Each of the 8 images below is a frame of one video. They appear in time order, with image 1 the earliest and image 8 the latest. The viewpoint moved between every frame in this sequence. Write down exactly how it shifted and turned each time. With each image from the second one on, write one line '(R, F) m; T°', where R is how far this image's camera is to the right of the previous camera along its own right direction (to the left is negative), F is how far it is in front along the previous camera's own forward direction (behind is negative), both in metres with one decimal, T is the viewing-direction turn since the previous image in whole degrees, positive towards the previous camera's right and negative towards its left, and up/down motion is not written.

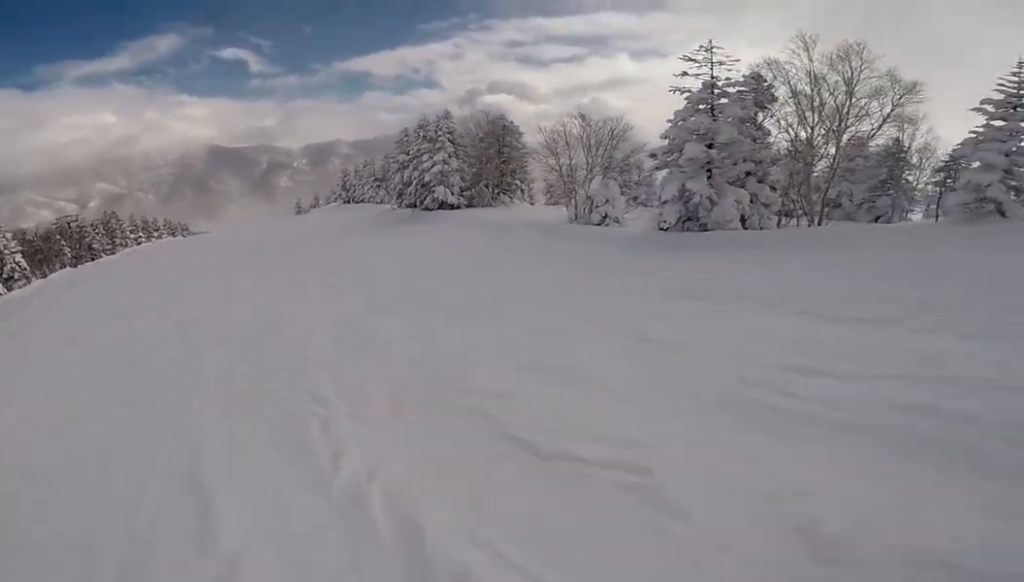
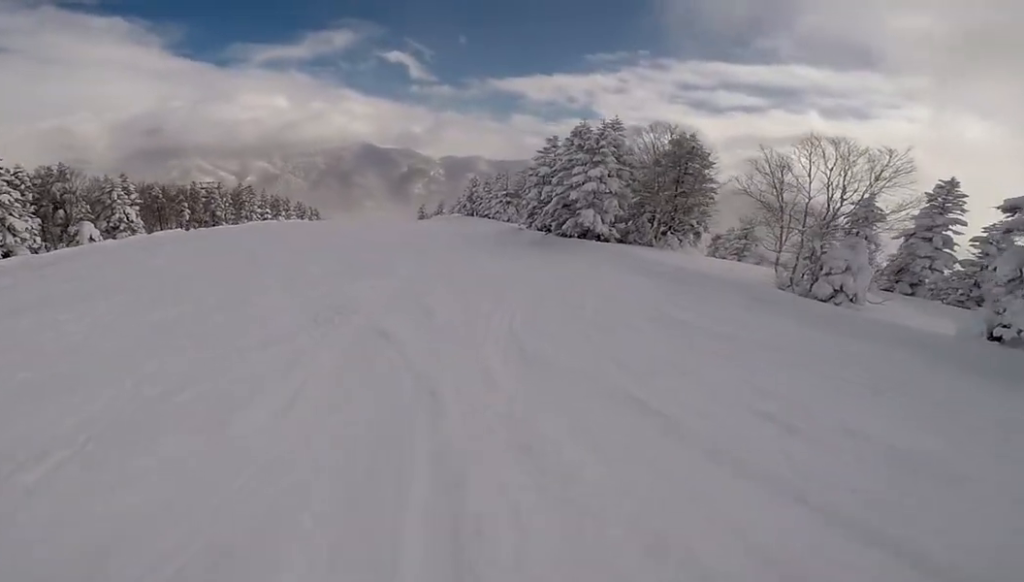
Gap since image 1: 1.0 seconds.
(-0.7, +7.2) m; -4°
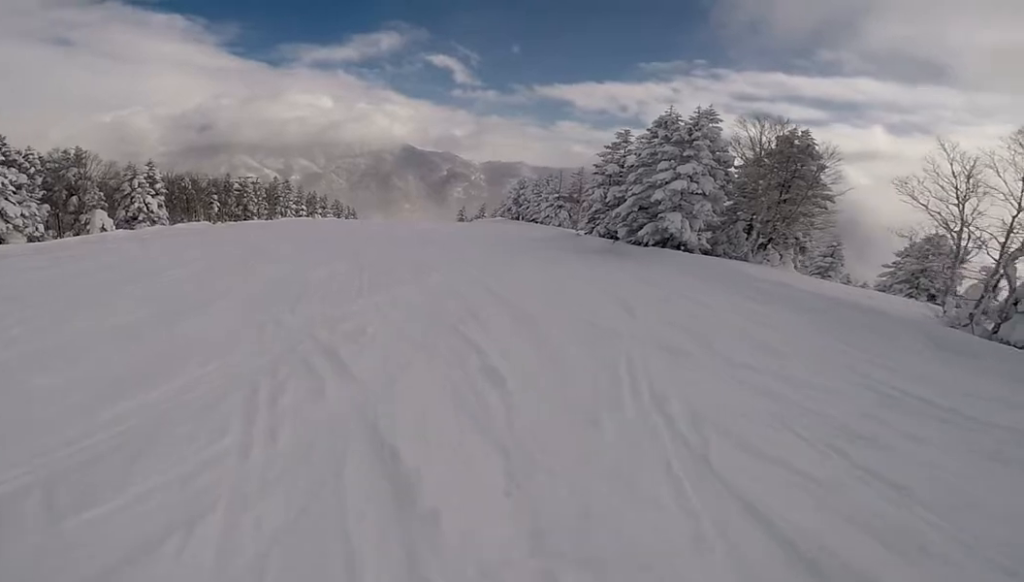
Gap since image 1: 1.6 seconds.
(-0.3, +4.8) m; 0°
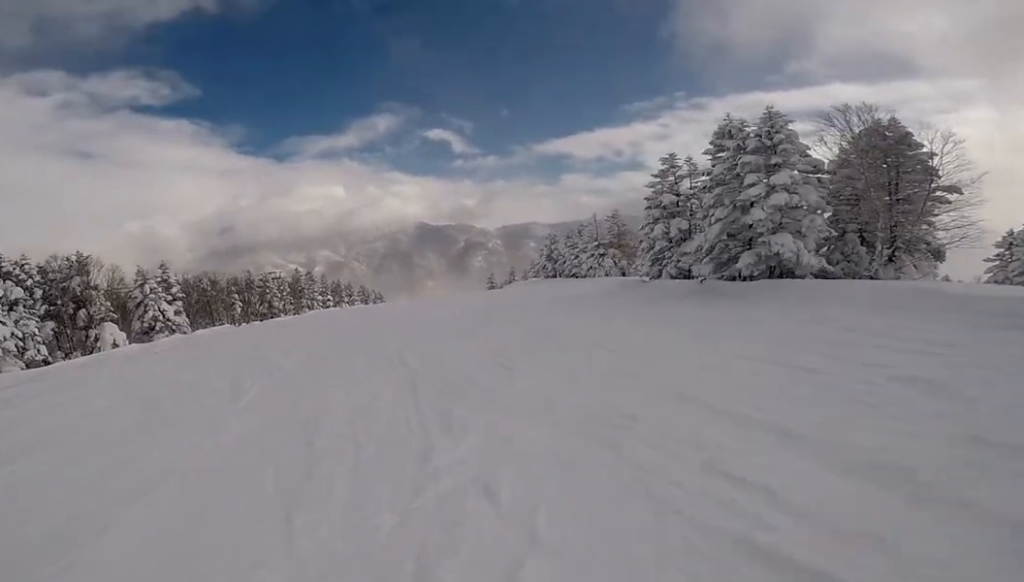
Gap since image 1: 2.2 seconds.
(+0.6, +4.8) m; +3°
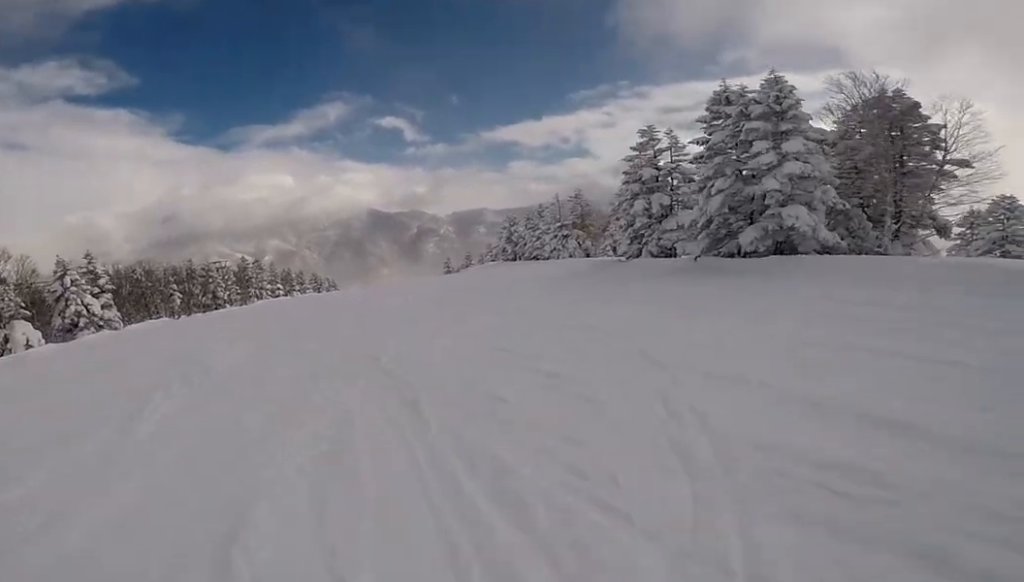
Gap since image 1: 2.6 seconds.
(0.0, +3.0) m; -2°
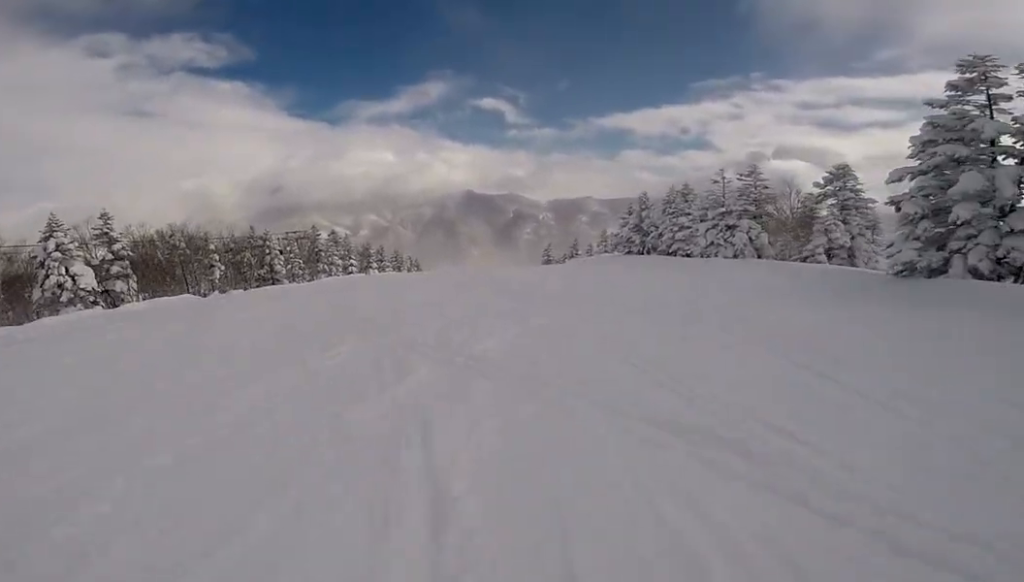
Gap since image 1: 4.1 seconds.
(-1.3, +10.8) m; -18°
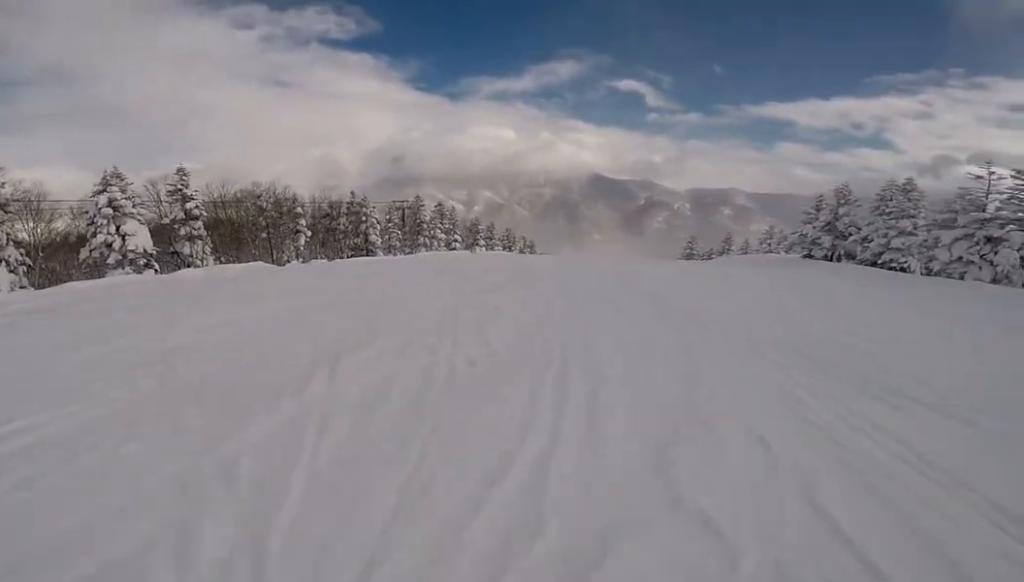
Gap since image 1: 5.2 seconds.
(-1.0, +6.6) m; +2°
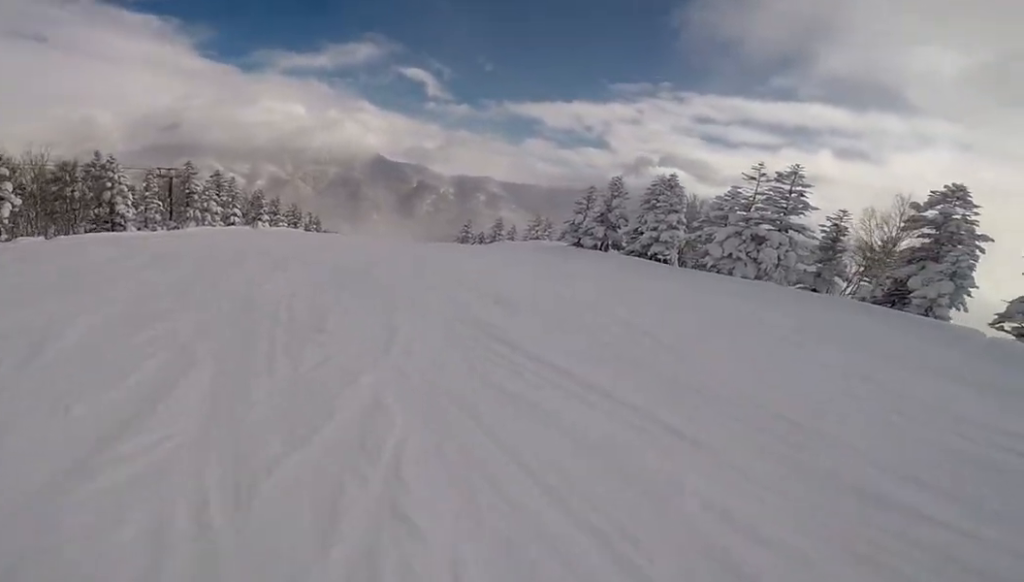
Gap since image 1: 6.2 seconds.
(+1.2, +5.7) m; +21°
